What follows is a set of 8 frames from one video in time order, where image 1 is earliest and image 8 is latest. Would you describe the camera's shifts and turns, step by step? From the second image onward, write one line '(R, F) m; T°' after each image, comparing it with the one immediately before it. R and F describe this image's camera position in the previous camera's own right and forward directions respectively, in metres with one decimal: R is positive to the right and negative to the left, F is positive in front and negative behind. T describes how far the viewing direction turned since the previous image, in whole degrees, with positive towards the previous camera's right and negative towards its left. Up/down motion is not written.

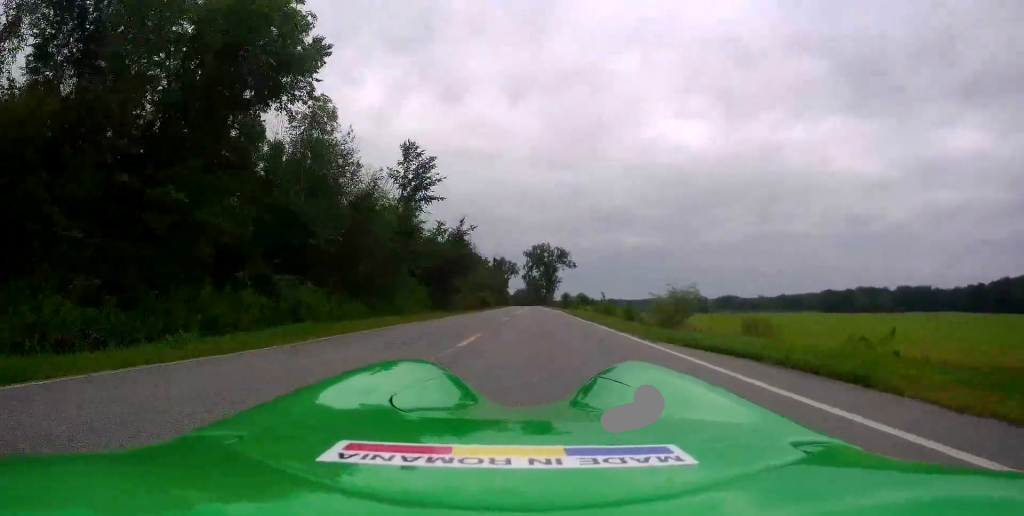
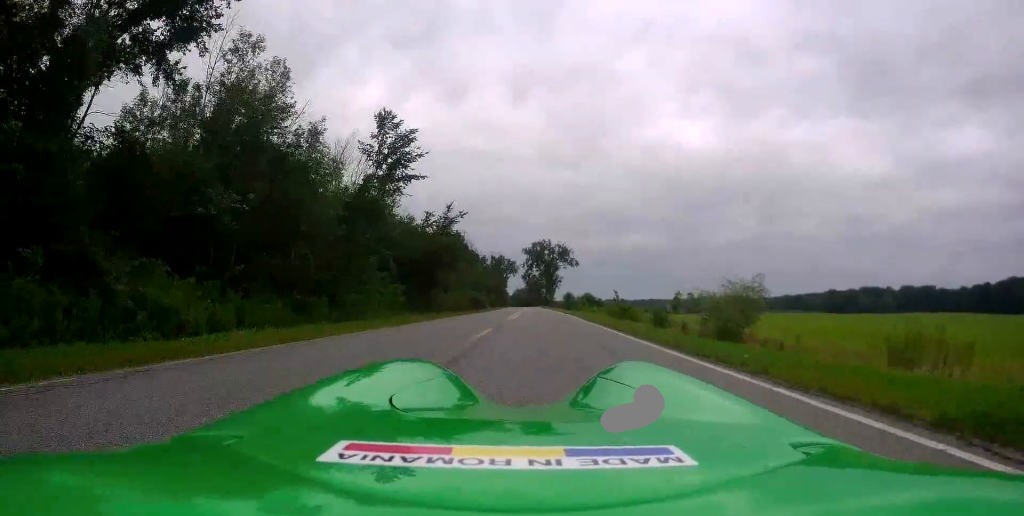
(0.0, +9.7) m; +2°
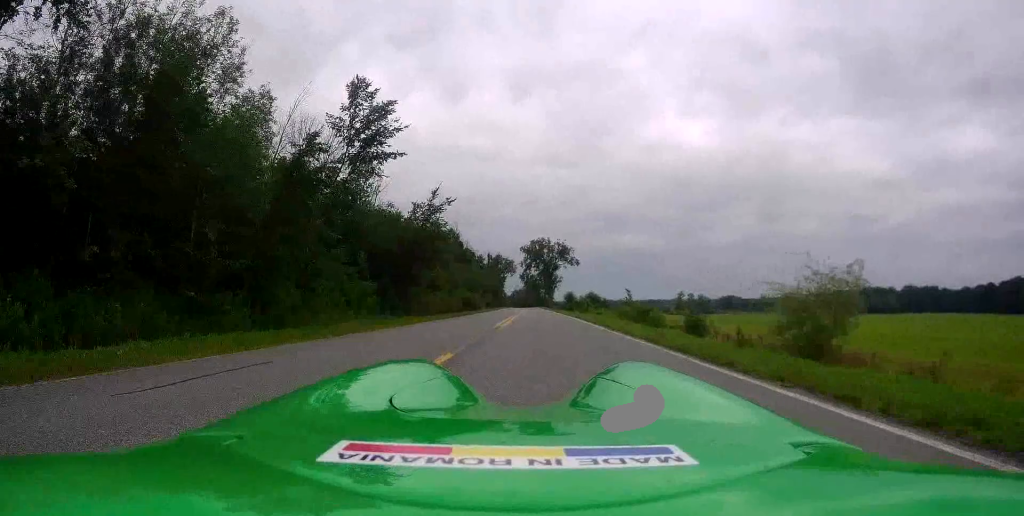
(+0.2, +7.3) m; 0°
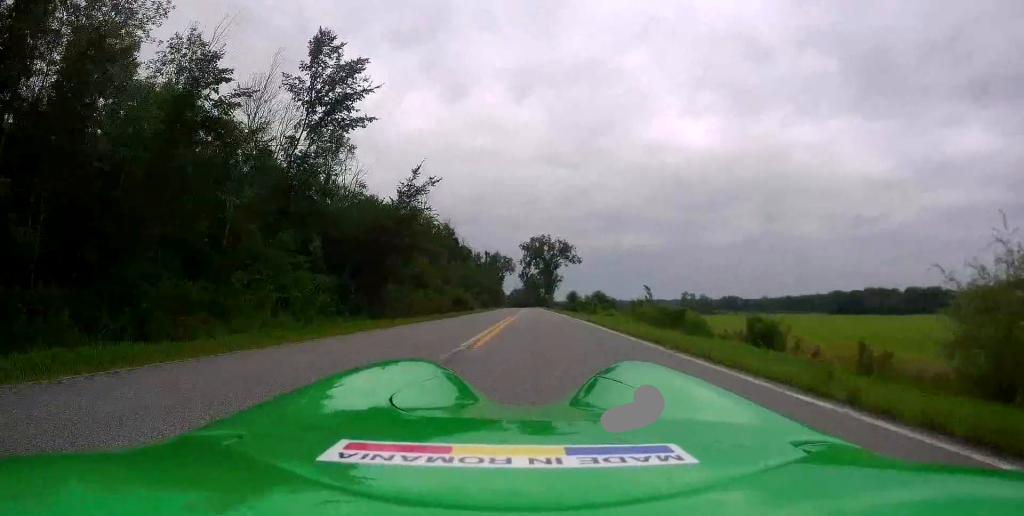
(-0.1, +7.7) m; 0°
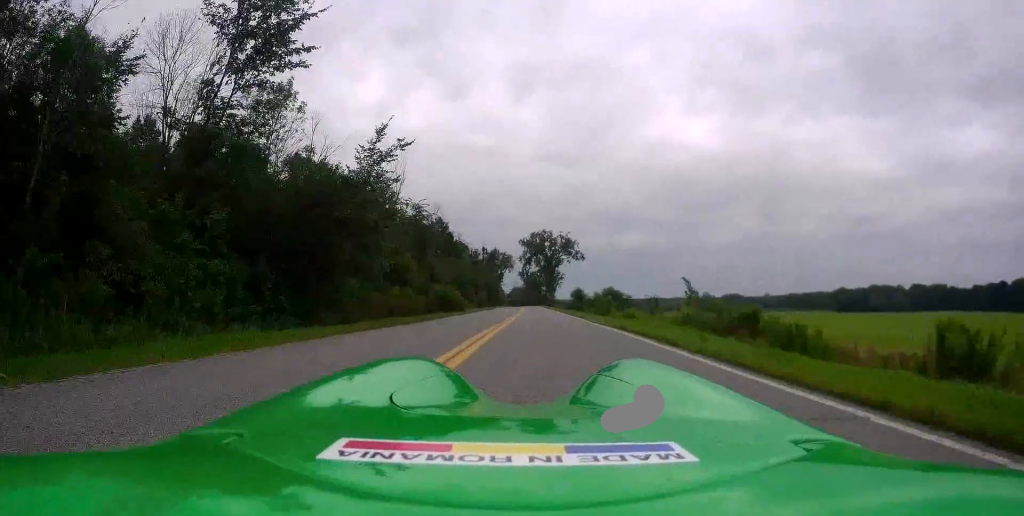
(+0.1, +9.2) m; +1°
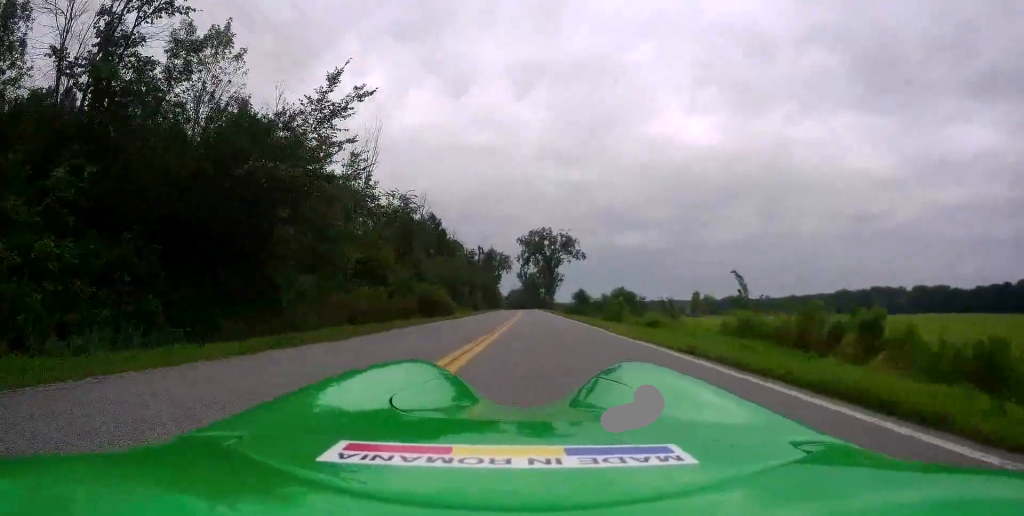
(+0.1, +7.3) m; 0°
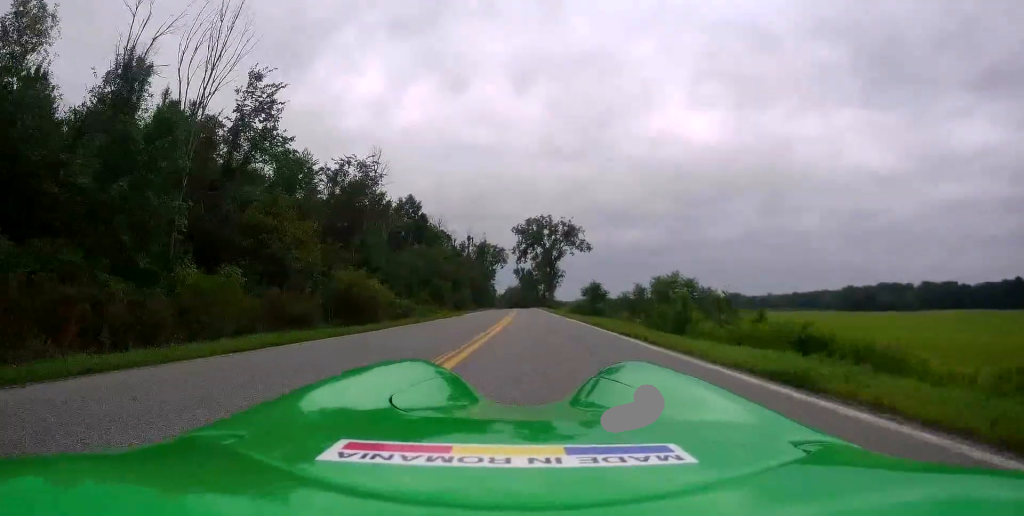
(-0.7, +17.5) m; -1°
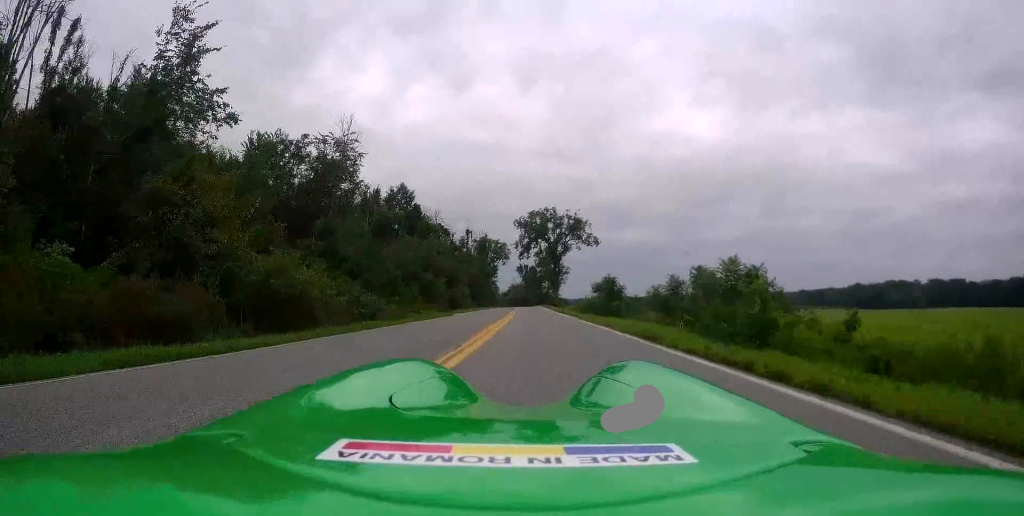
(+0.2, +8.0) m; +2°
